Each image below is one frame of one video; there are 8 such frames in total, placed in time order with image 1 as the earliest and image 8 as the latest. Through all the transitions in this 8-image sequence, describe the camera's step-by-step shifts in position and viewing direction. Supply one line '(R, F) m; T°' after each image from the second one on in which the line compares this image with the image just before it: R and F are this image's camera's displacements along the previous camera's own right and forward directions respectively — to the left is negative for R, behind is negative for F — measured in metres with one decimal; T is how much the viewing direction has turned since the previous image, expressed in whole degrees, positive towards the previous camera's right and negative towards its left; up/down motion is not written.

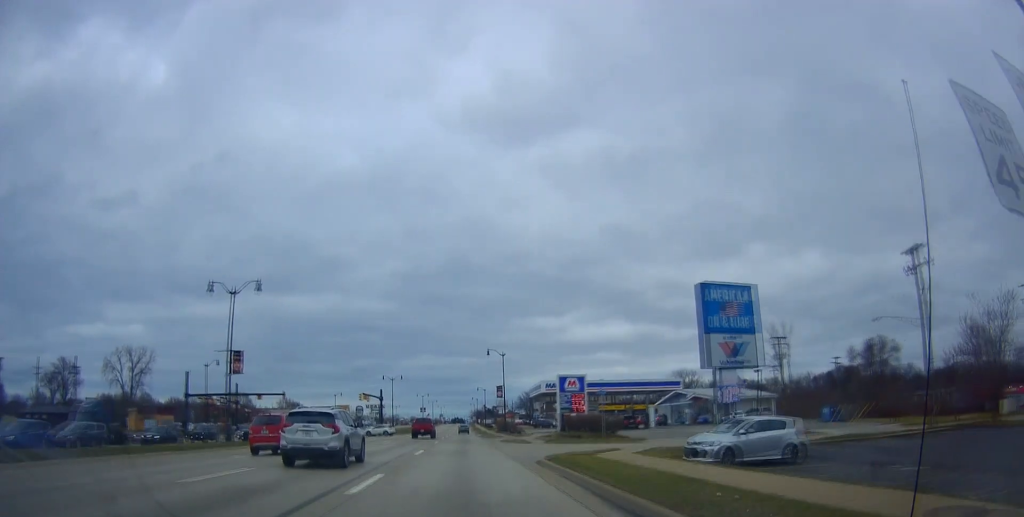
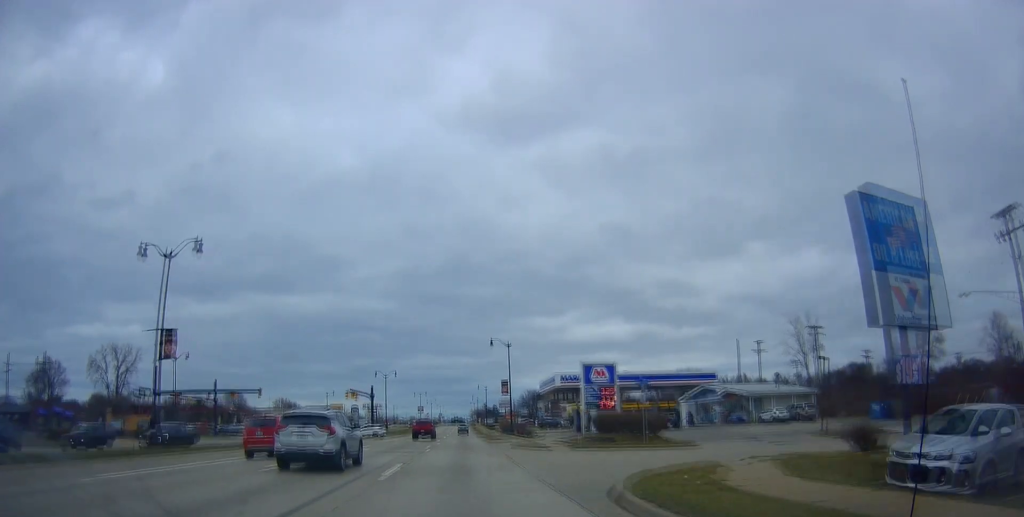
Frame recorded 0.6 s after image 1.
(+0.2, +10.1) m; +1°
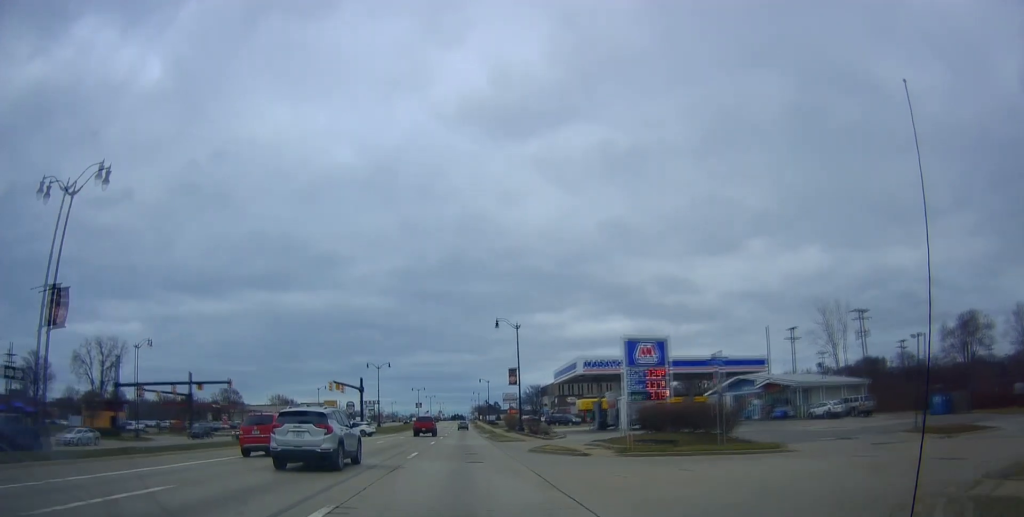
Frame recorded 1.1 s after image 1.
(-0.2, +10.2) m; 0°
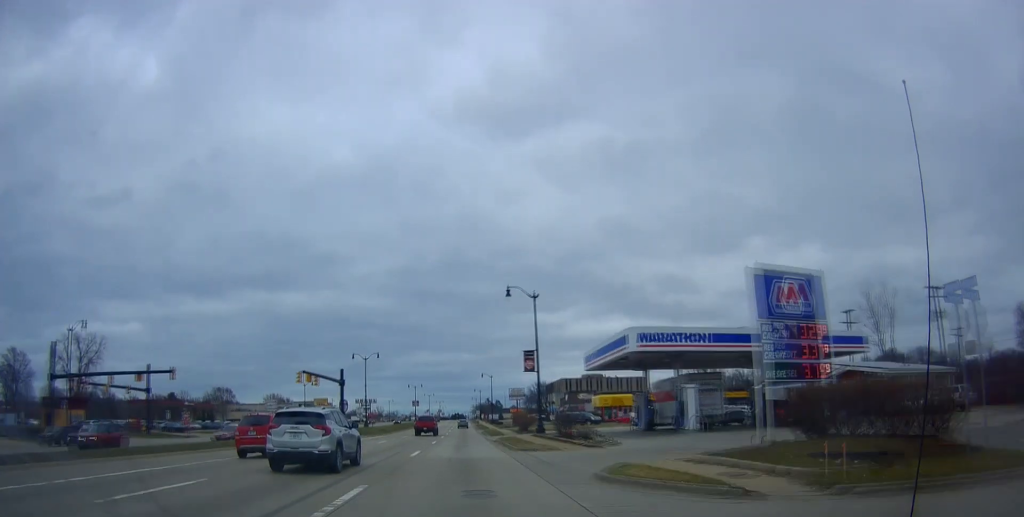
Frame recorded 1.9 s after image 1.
(+0.1, +13.8) m; +1°
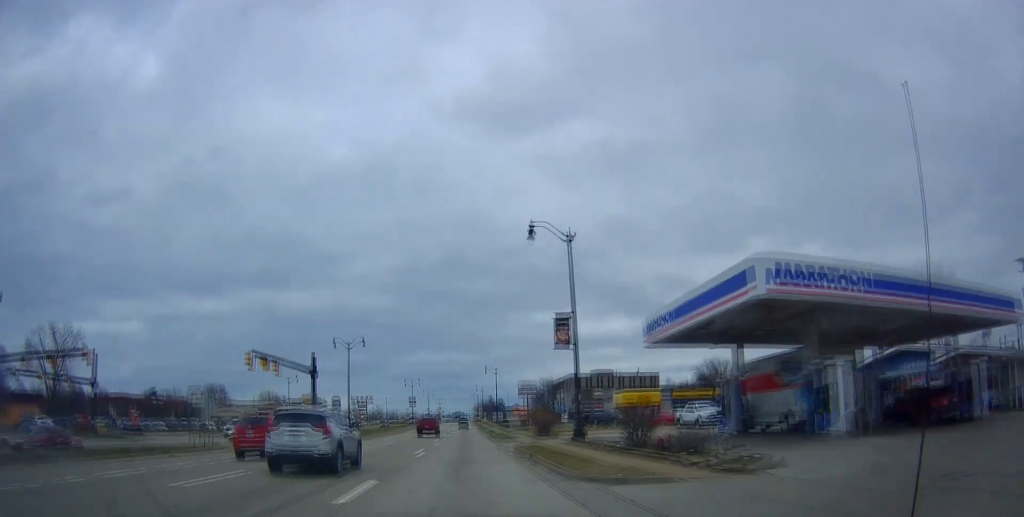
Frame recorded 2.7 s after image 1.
(+0.1, +13.9) m; +1°
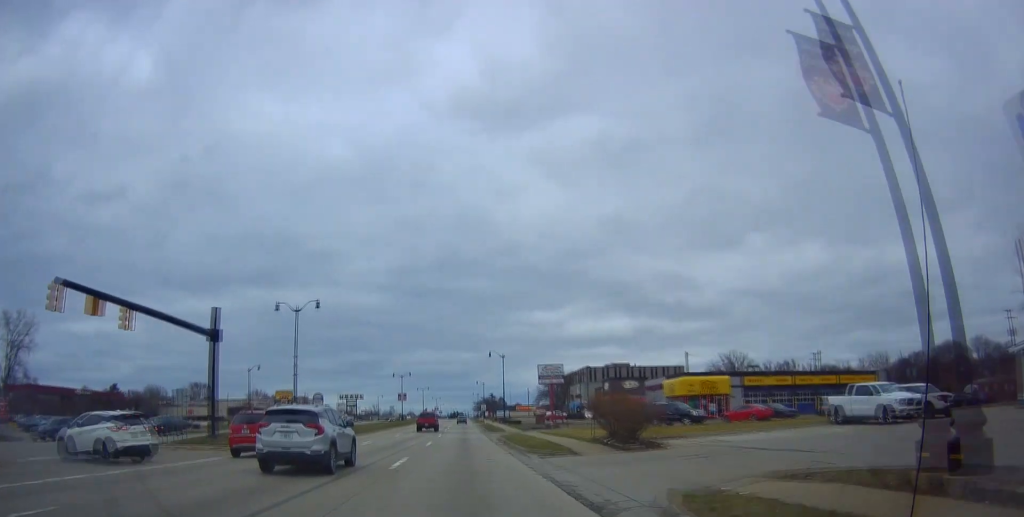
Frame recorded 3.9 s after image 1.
(0.0, +23.0) m; -1°
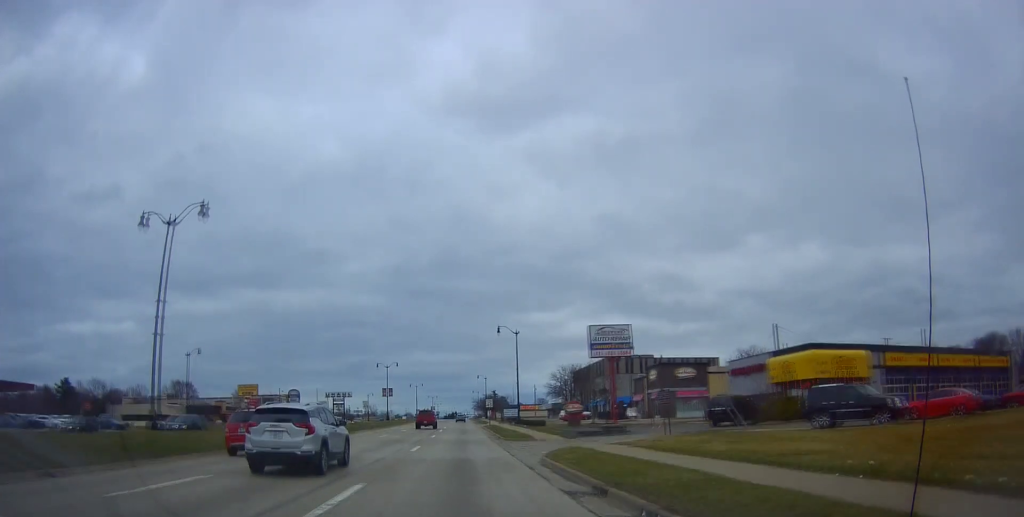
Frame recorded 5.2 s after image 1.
(-0.8, +23.9) m; -1°
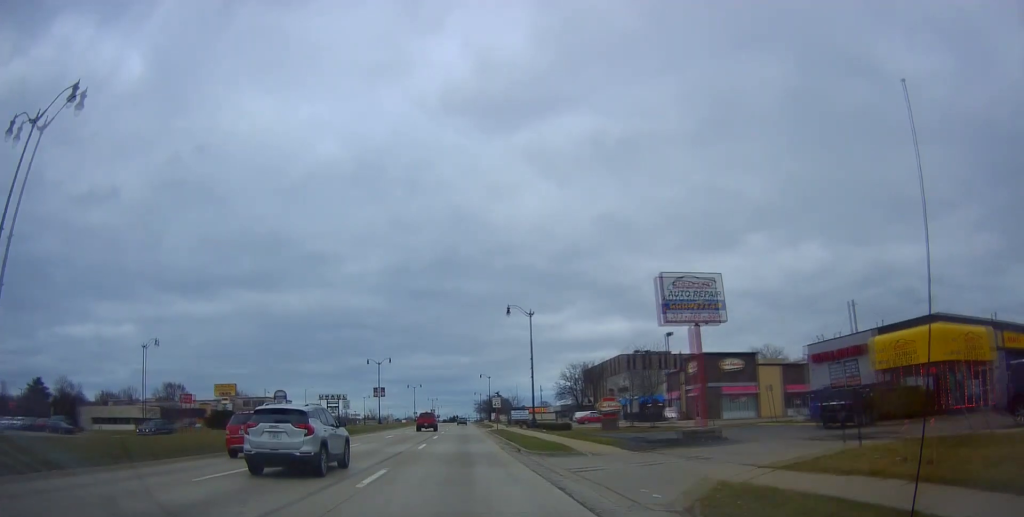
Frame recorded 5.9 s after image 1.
(+0.3, +12.5) m; +1°
